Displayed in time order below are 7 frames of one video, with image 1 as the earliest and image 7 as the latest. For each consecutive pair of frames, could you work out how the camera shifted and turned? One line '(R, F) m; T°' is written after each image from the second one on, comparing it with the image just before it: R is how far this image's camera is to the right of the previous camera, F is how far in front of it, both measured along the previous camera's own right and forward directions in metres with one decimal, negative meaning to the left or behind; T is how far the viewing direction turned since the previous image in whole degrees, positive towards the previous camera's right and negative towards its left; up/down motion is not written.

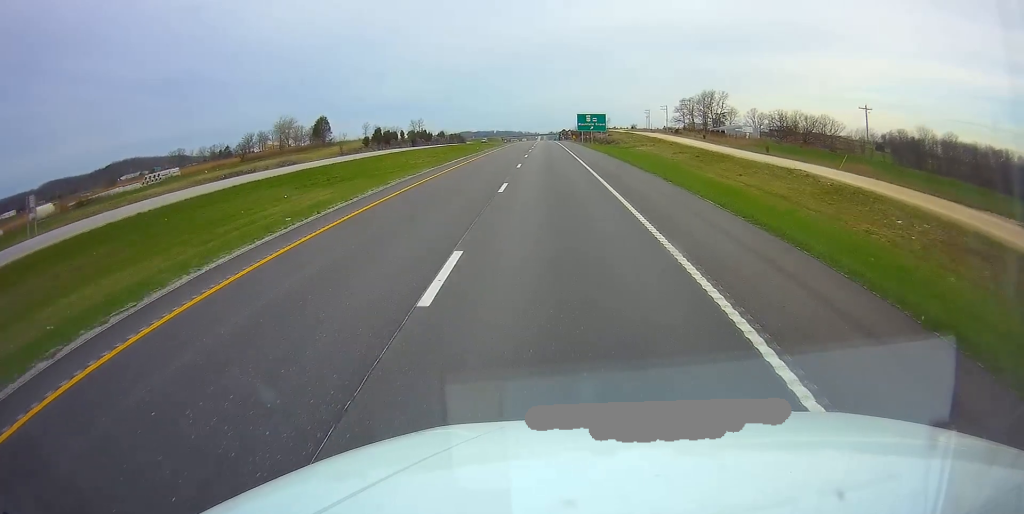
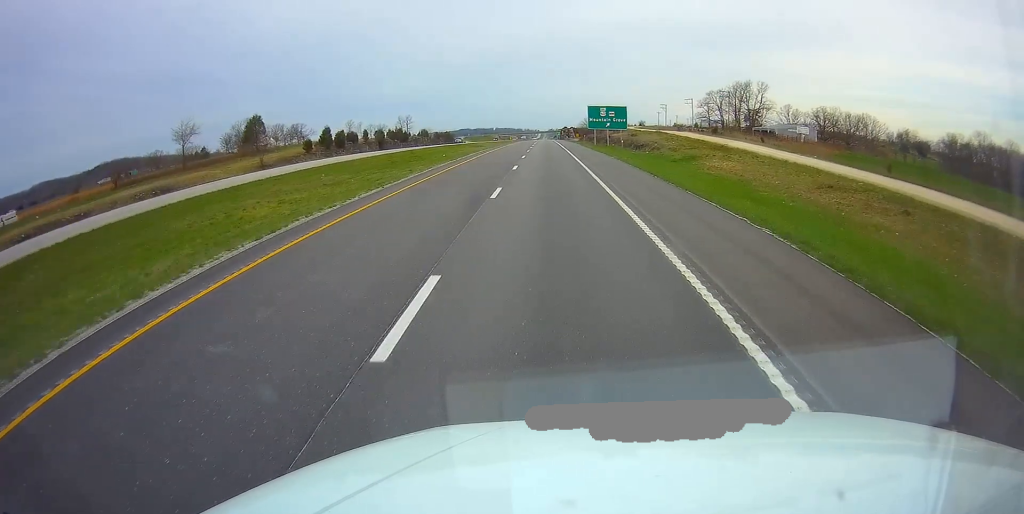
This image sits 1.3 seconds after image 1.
(0.0, +38.1) m; 0°
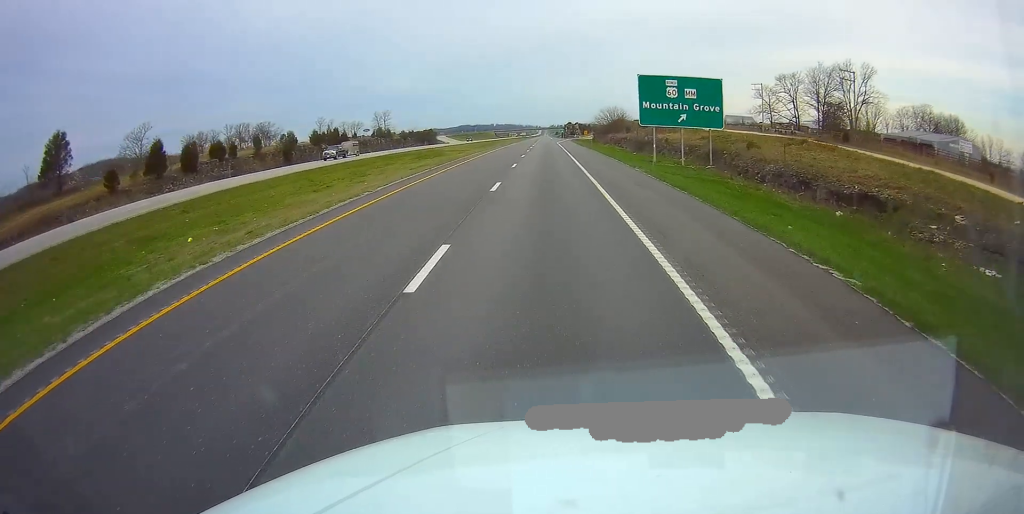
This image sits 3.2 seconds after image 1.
(0.0, +58.7) m; 0°
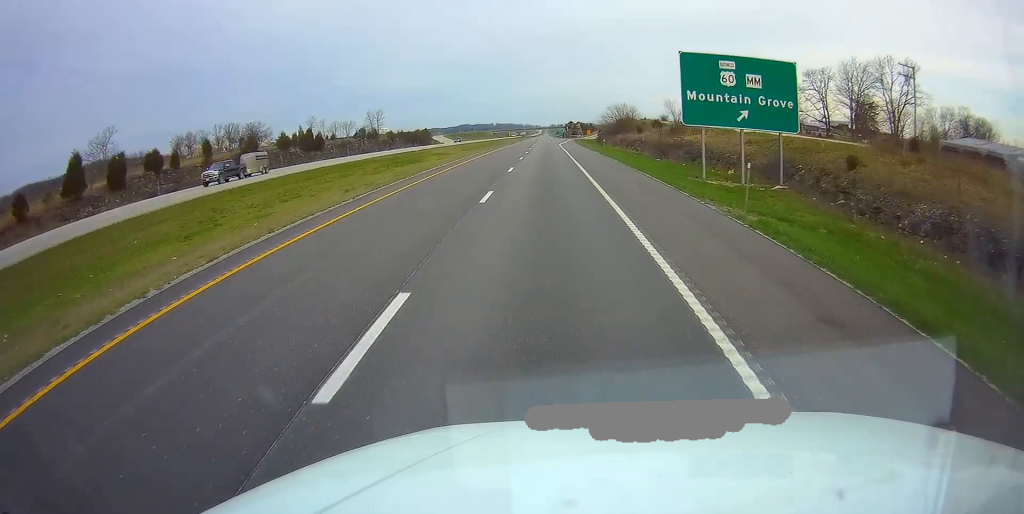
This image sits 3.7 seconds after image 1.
(0.0, +15.3) m; 0°
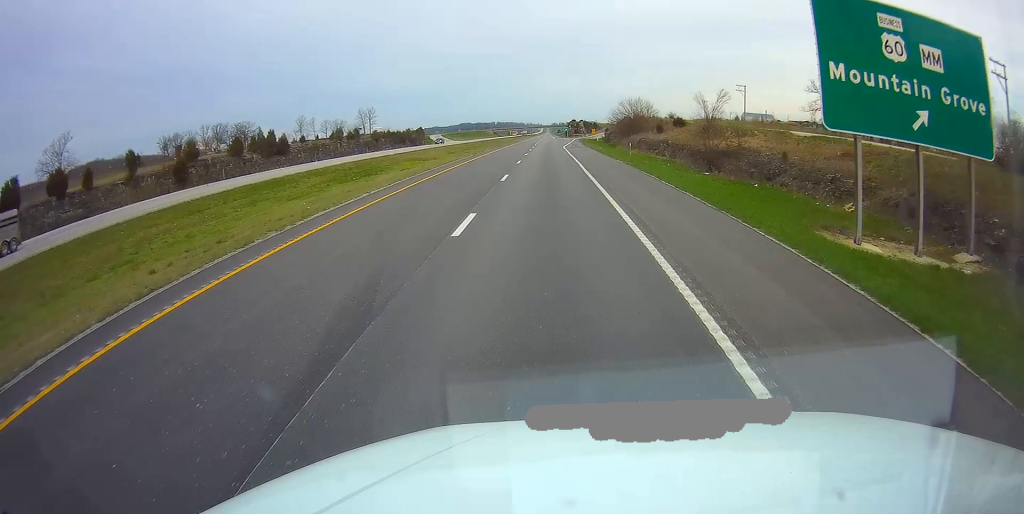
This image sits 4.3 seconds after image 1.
(0.0, +17.4) m; 0°
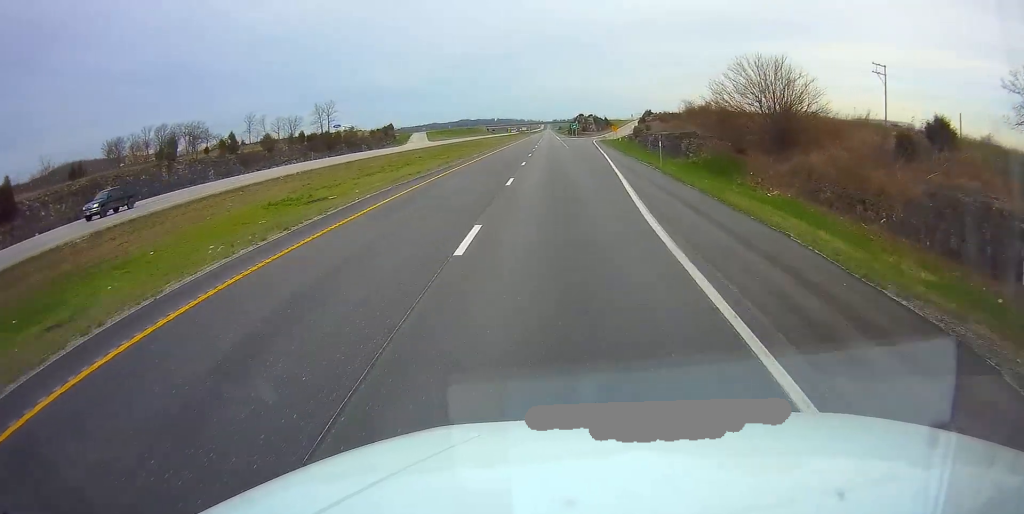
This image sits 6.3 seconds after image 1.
(-0.3, +62.4) m; 0°
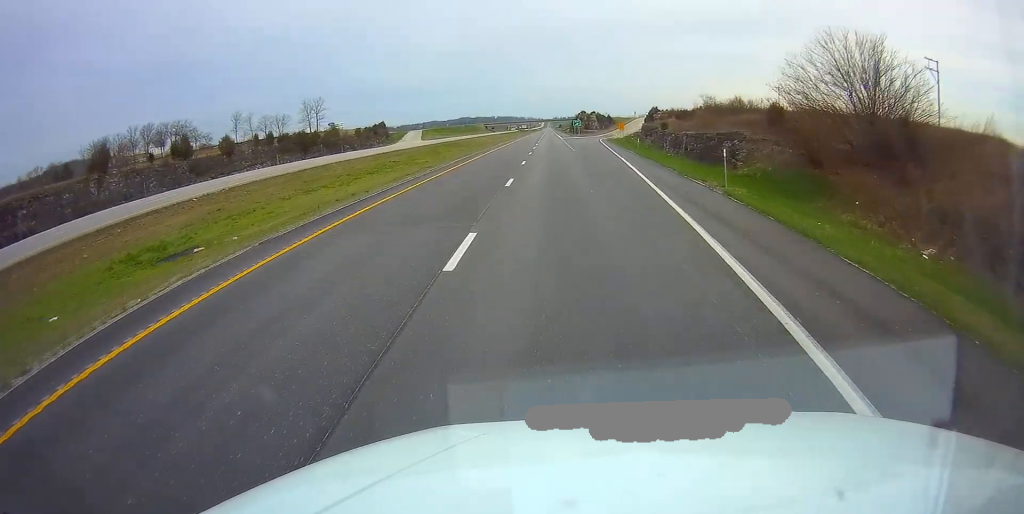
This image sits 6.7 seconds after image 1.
(0.0, +13.3) m; 0°
